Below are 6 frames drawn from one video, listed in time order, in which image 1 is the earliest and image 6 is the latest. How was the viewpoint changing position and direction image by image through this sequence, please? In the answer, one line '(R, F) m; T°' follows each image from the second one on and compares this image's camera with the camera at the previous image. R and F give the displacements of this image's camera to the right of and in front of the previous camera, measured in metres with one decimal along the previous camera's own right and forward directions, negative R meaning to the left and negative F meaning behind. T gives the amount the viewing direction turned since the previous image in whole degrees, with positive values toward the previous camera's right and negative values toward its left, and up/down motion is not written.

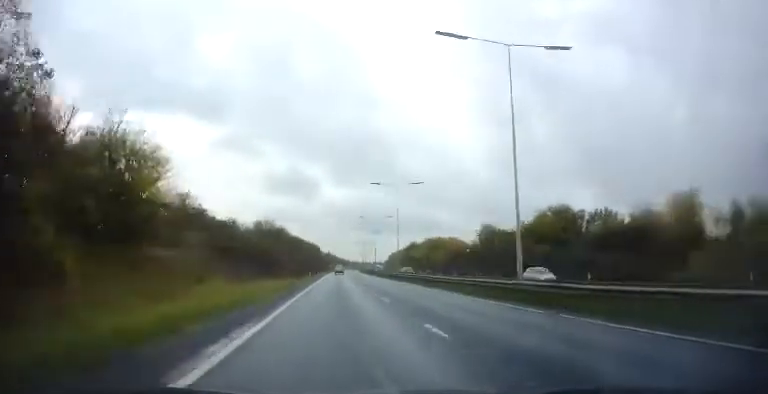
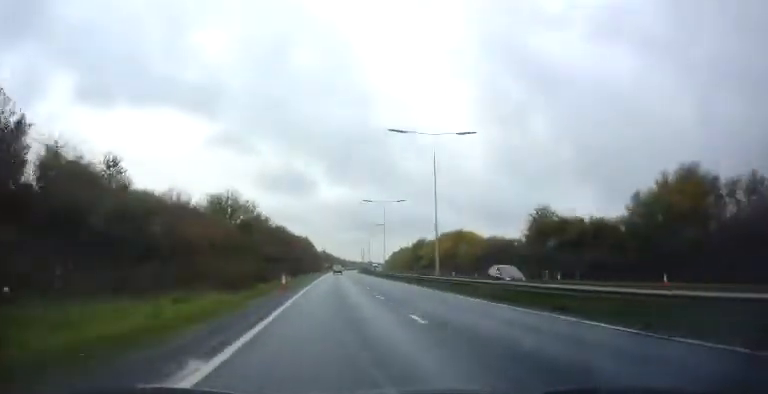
(0.0, +24.3) m; 0°
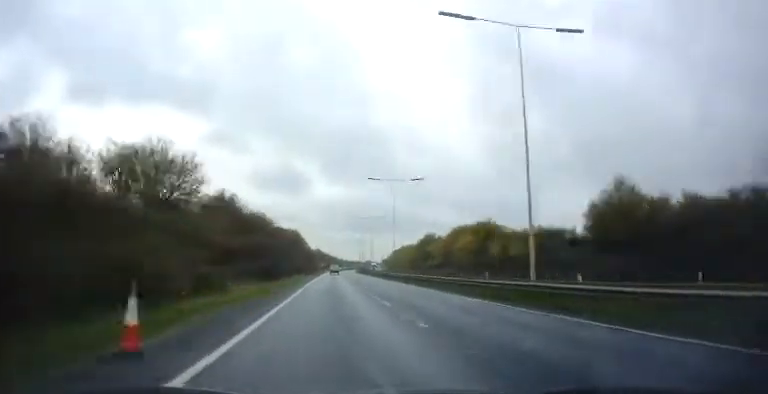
(+0.1, +19.1) m; 0°
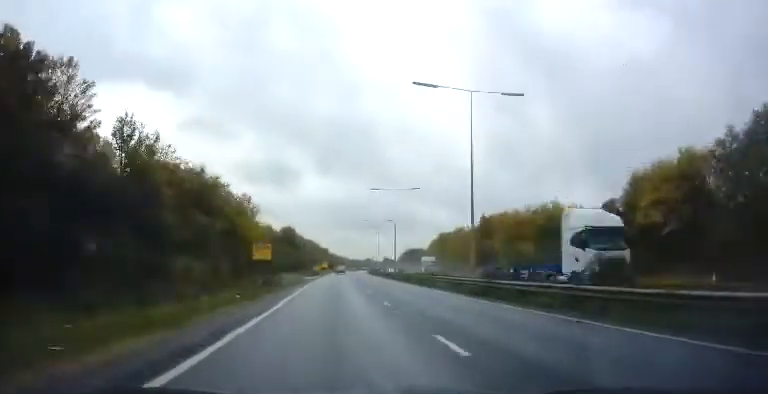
(+1.5, +111.8) m; +1°
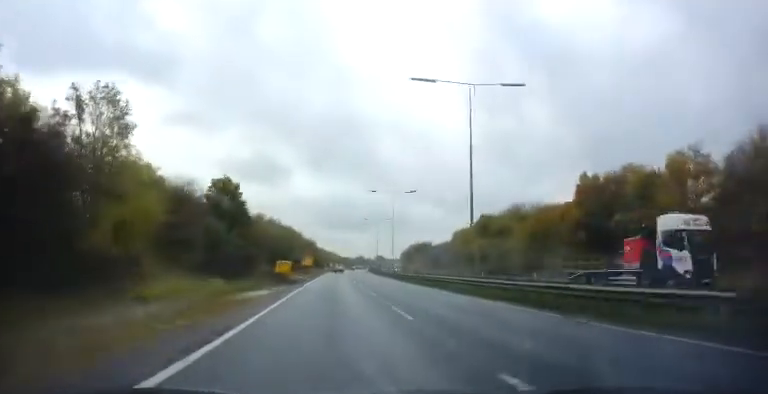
(+0.4, +39.2) m; +1°
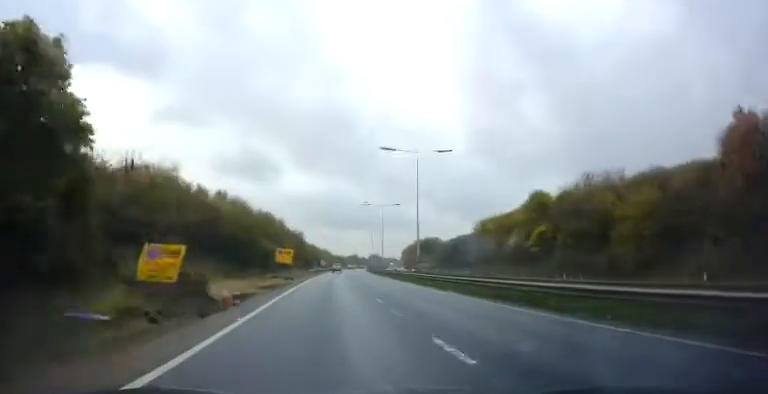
(0.0, +24.2) m; +1°
